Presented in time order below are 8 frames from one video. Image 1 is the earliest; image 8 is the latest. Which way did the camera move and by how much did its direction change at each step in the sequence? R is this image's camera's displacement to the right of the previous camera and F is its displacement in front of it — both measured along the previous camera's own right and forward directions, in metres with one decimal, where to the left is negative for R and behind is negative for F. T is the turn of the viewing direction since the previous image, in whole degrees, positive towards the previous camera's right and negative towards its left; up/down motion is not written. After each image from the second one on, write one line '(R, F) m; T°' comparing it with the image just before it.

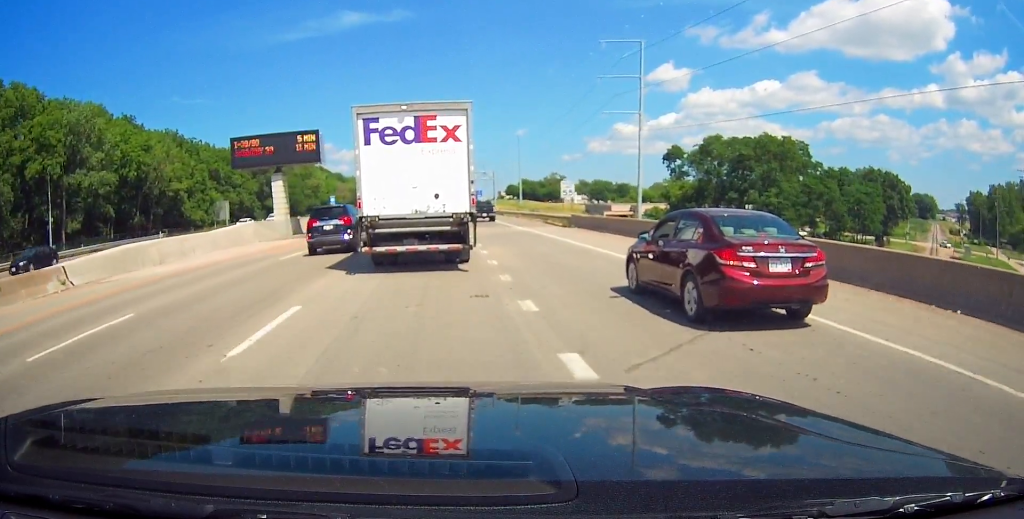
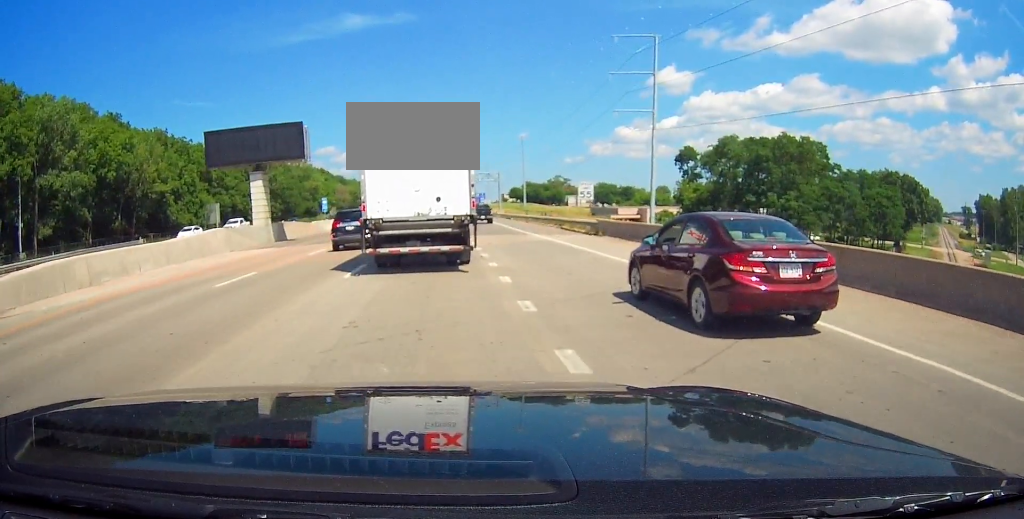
(-0.1, +6.8) m; +1°
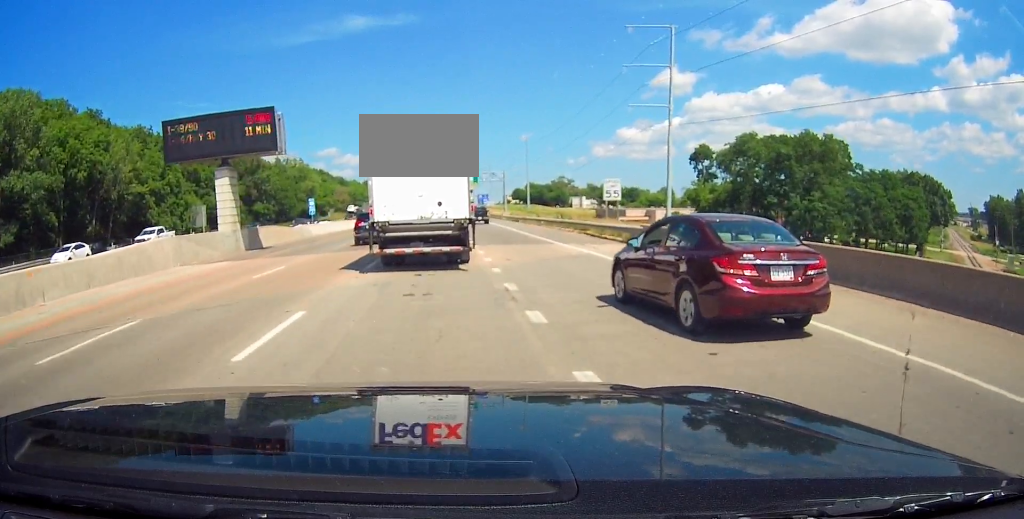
(+0.1, +8.0) m; +1°
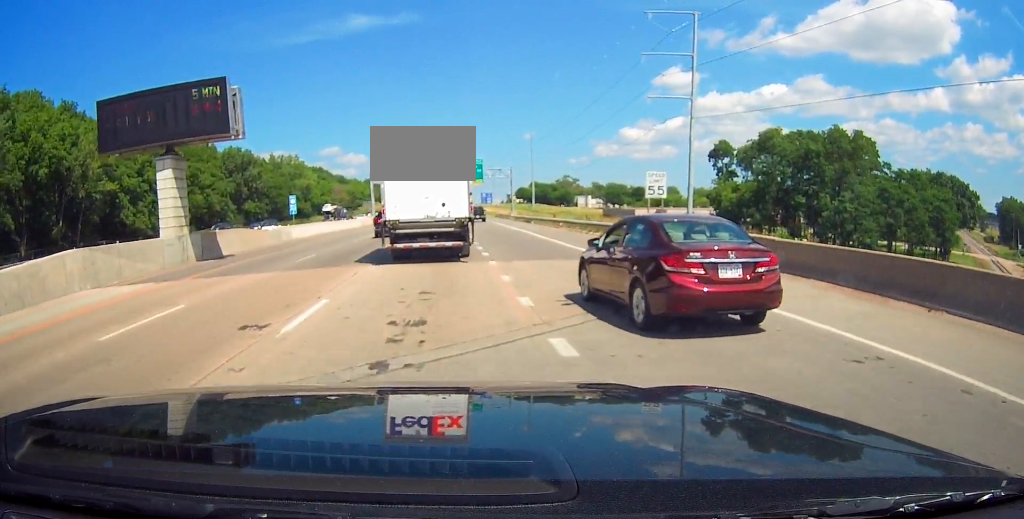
(+0.3, +9.3) m; -1°
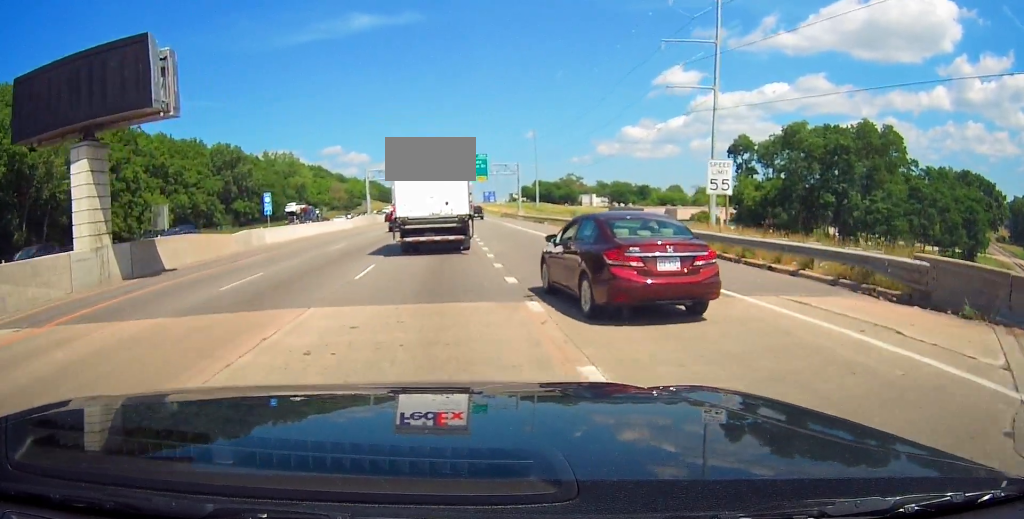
(-0.4, +8.7) m; -2°
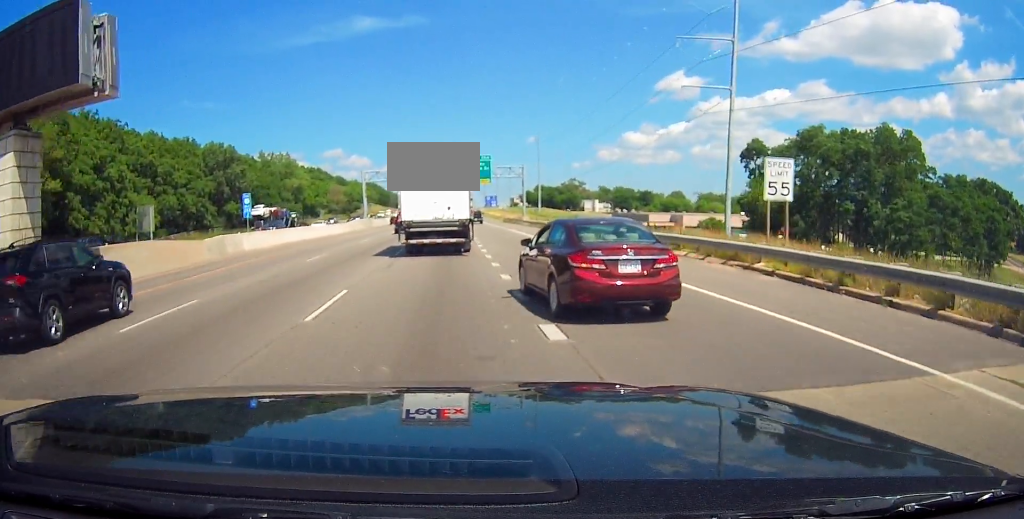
(0.0, +5.5) m; 0°
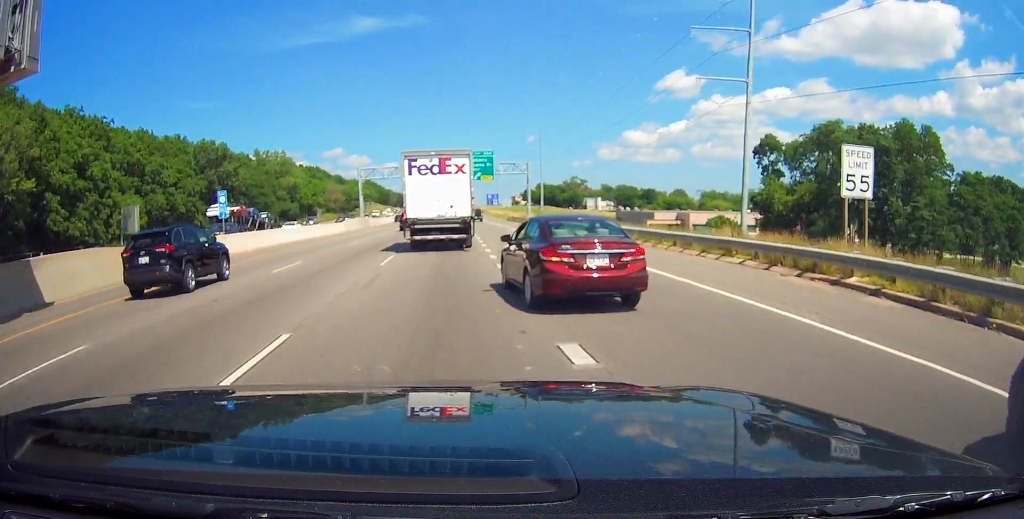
(0.0, +4.9) m; 0°
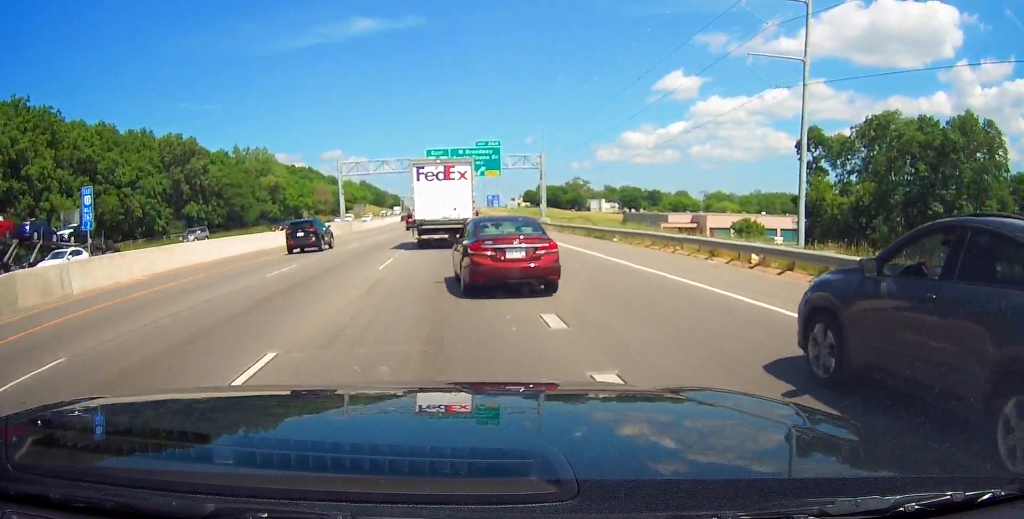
(+0.4, +16.1) m; +2°
